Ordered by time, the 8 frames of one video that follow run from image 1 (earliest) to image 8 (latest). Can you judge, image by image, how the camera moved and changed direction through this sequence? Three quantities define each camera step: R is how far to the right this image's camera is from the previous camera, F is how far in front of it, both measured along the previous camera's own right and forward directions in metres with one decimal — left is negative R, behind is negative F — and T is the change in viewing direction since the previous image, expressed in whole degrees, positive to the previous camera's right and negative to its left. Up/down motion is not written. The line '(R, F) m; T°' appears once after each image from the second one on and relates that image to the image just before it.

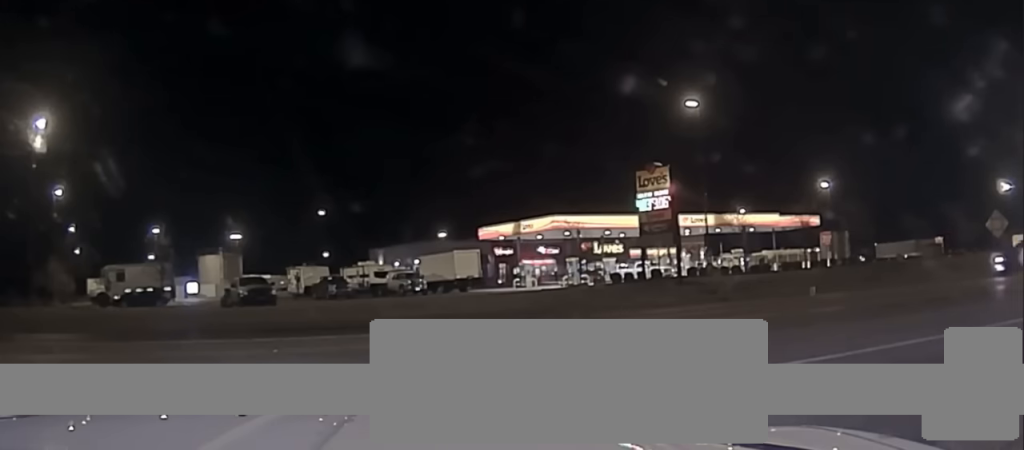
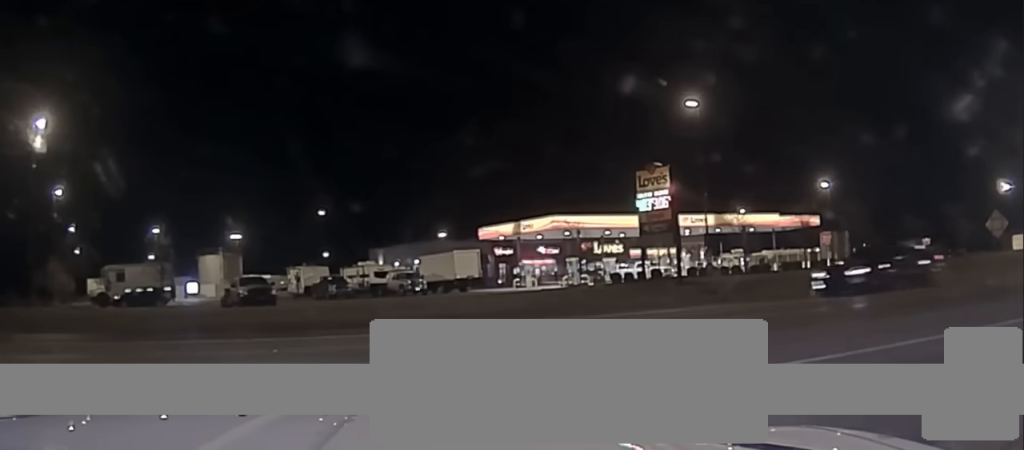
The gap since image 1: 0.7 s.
(0.0, 0.0) m; 0°
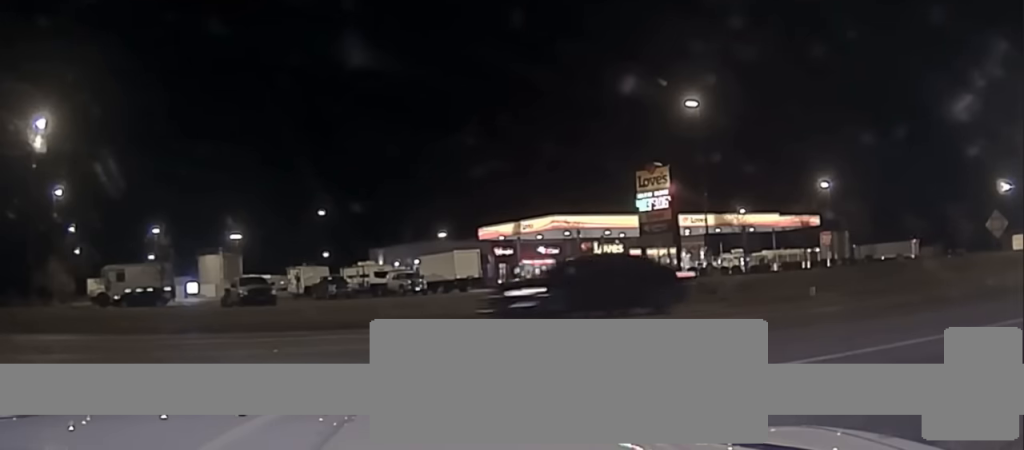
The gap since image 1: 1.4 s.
(0.0, 0.0) m; 0°
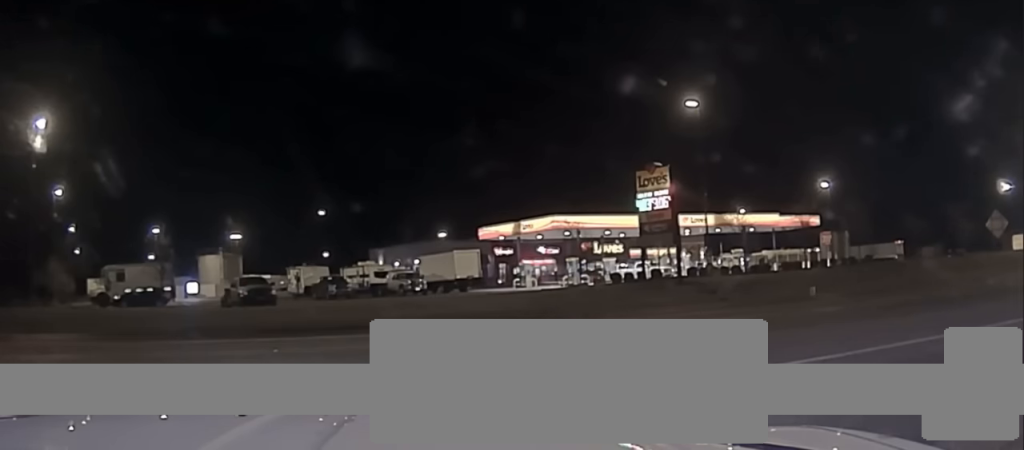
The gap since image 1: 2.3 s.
(0.0, 0.0) m; 0°
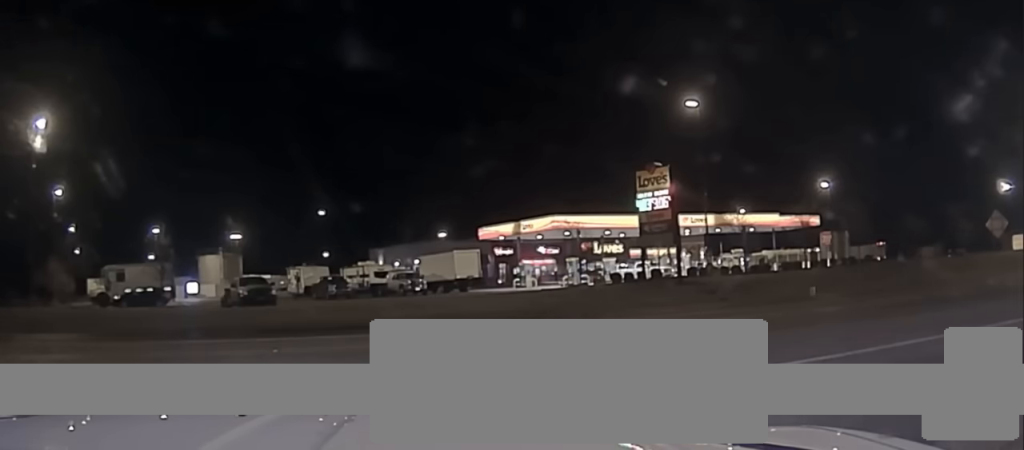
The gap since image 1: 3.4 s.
(0.0, 0.0) m; 0°
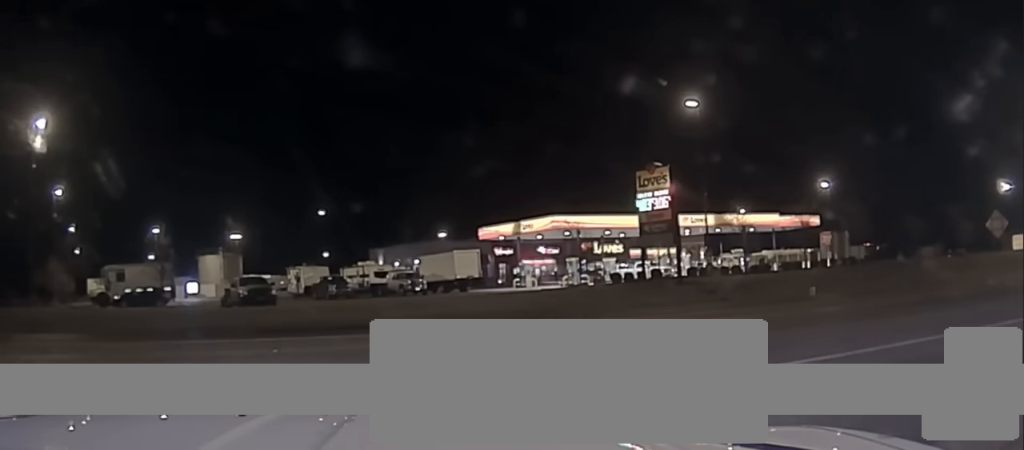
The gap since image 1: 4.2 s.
(0.0, 0.0) m; 0°
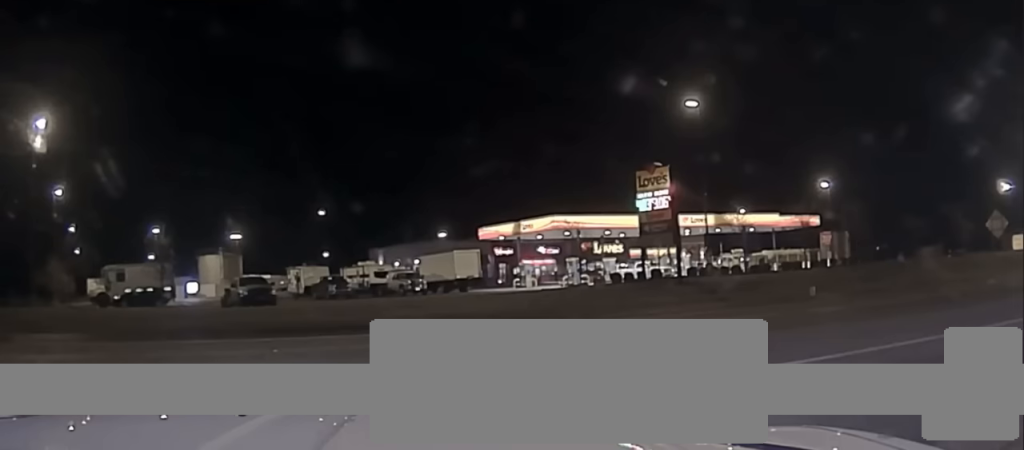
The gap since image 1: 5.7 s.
(0.0, 0.0) m; 0°
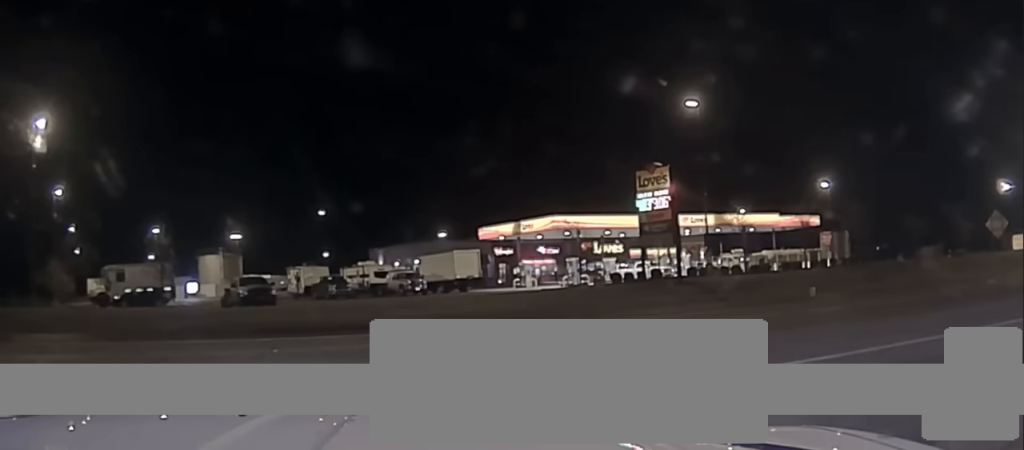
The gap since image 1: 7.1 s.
(0.0, 0.0) m; 0°
